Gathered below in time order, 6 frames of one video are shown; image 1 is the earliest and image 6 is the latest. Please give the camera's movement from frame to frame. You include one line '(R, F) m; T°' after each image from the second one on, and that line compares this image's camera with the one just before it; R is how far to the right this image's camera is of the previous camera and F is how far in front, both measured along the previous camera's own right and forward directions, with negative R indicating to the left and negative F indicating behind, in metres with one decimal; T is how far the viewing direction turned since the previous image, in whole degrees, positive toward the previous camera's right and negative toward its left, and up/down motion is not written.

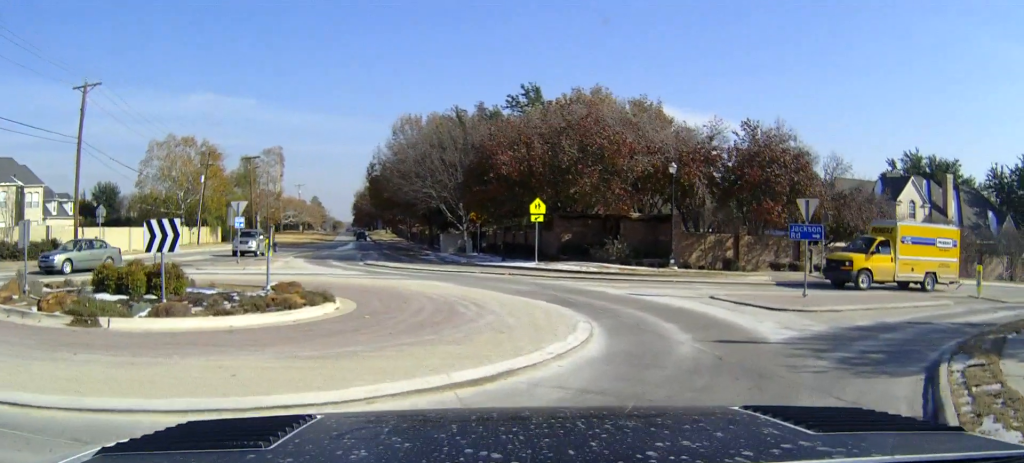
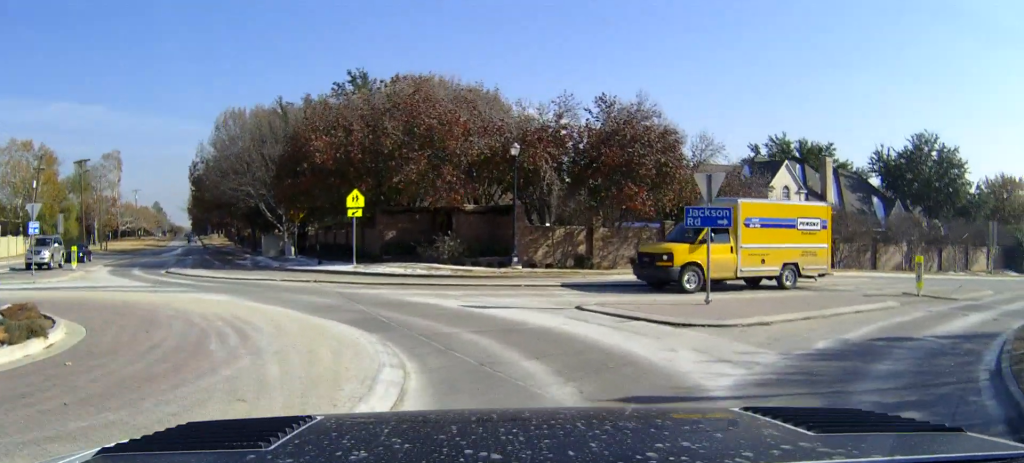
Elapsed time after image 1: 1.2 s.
(+0.6, +5.2) m; +8°
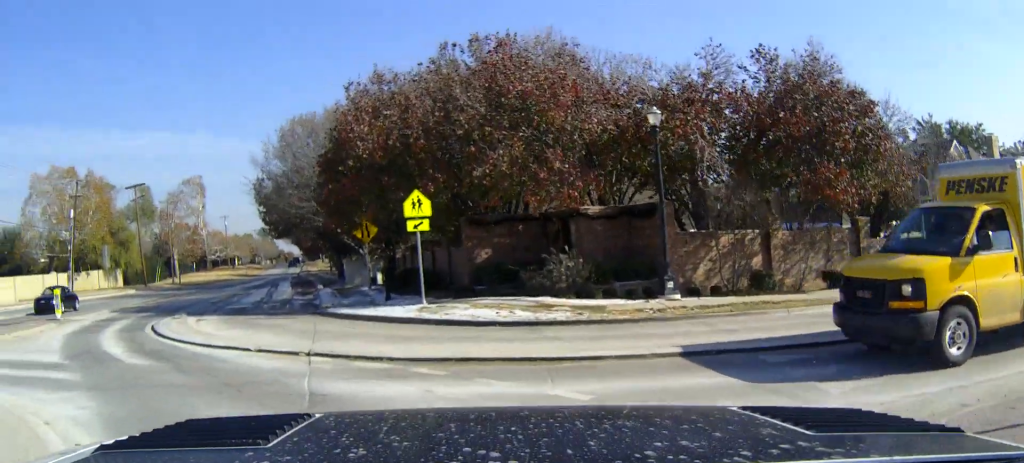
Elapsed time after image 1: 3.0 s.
(-0.9, +10.3) m; -21°
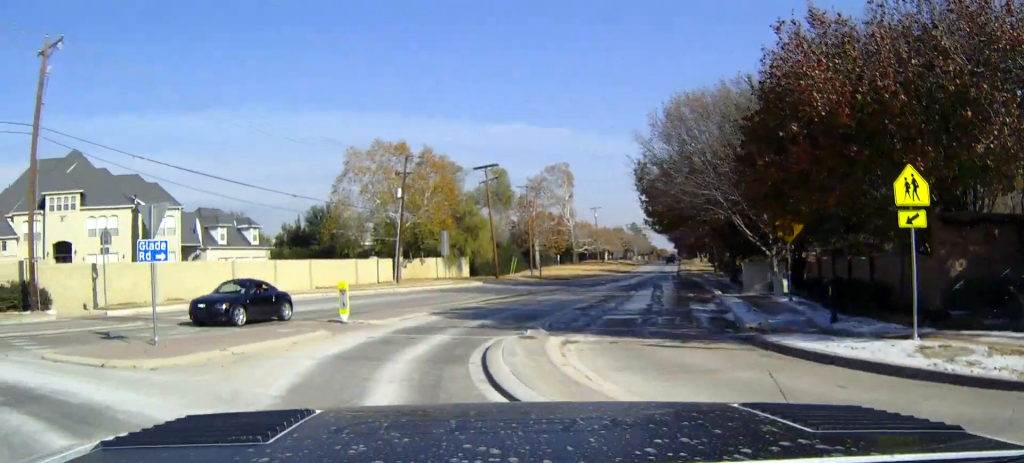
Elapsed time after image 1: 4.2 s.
(-1.5, +8.2) m; -11°
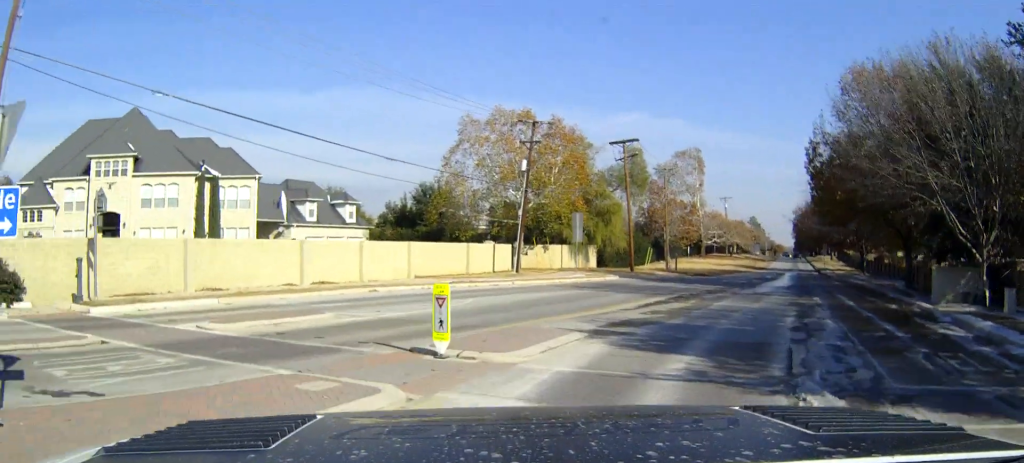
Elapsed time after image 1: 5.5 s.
(-0.2, +9.9) m; -1°
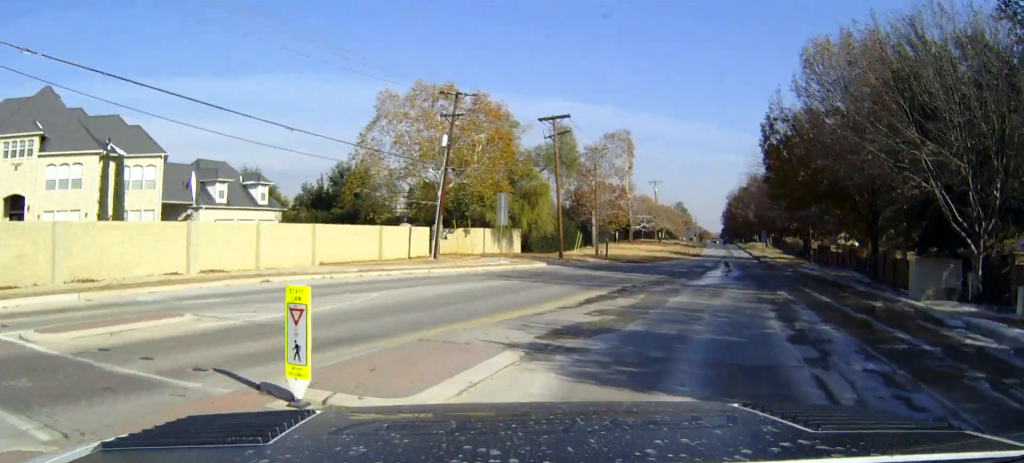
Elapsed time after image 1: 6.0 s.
(0.0, +5.0) m; +2°
